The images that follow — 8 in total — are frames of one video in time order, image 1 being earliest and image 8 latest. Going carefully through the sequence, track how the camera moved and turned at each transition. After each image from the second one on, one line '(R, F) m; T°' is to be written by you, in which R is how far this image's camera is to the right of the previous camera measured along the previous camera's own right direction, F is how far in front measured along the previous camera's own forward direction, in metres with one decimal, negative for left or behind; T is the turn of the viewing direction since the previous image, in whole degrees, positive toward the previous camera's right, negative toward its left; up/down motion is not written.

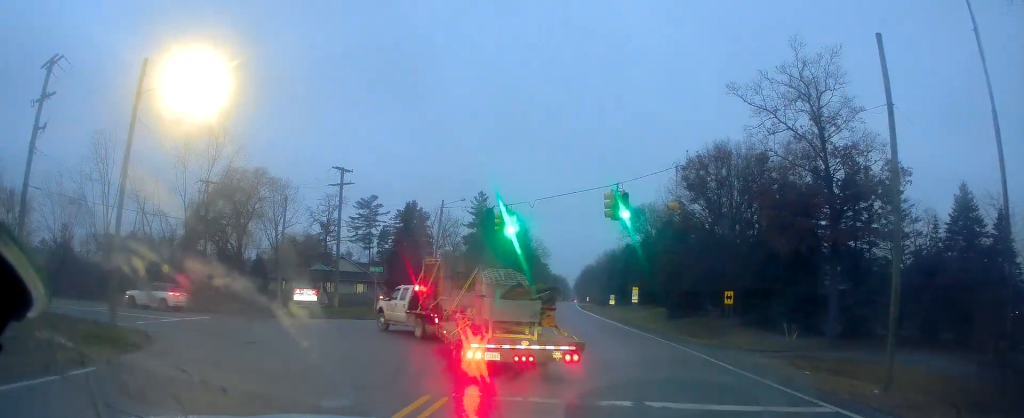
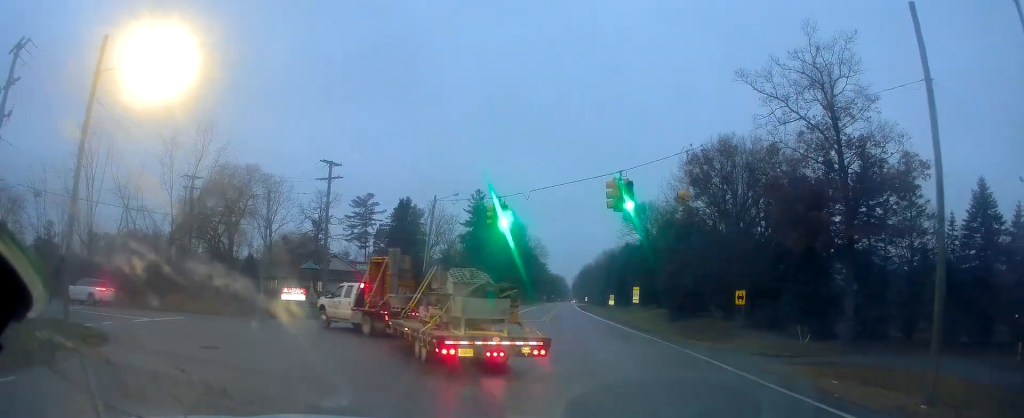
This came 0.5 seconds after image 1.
(0.0, +2.0) m; -4°
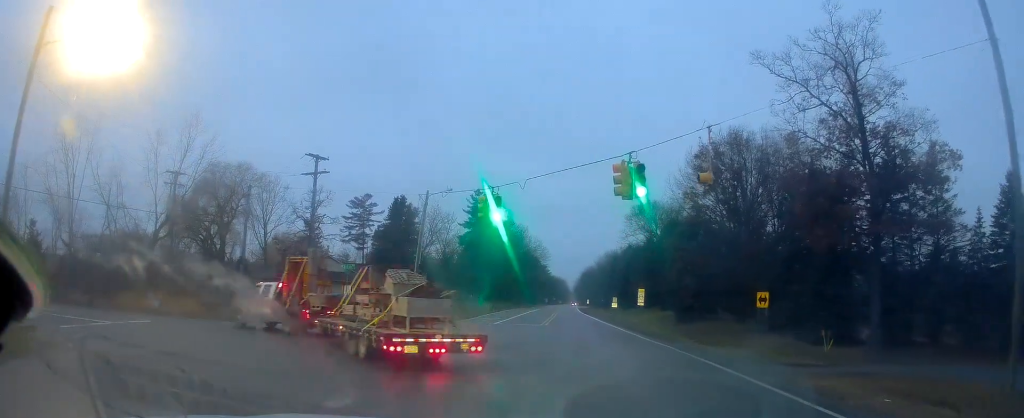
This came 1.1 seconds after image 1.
(0.0, +2.7) m; -4°
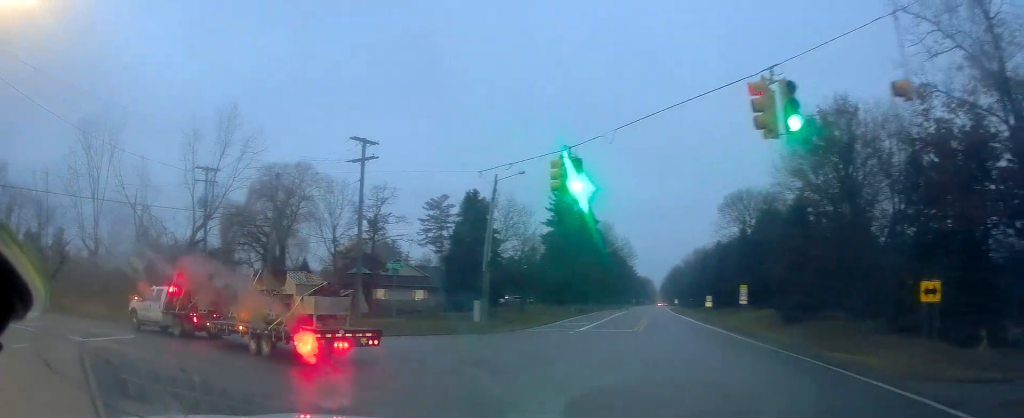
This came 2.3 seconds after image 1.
(-0.5, +6.0) m; -8°
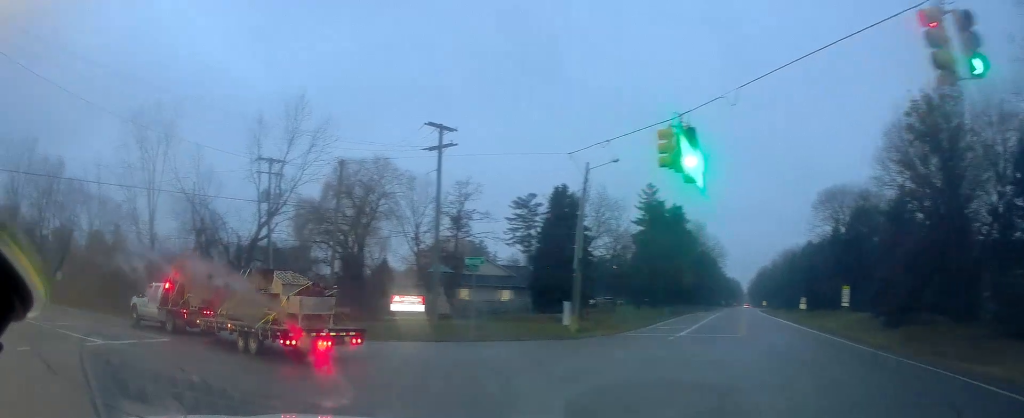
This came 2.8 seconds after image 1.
(+0.2, +2.8) m; -6°
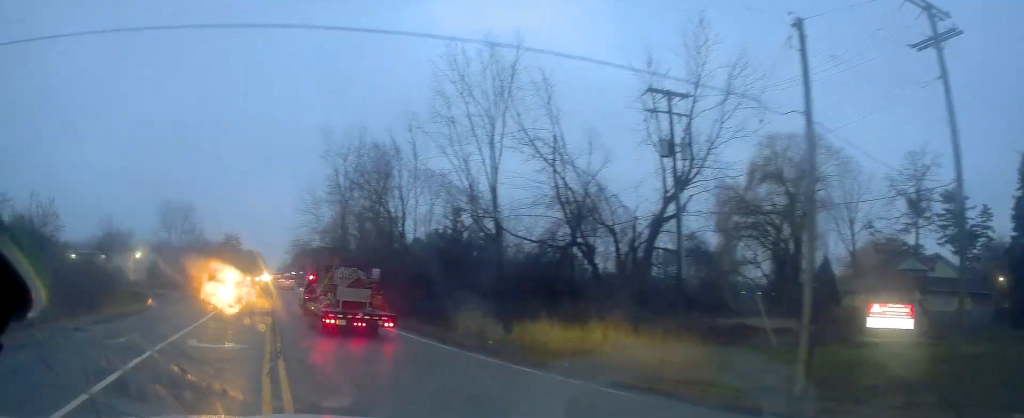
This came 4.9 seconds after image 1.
(-4.6, +13.6) m; -36°
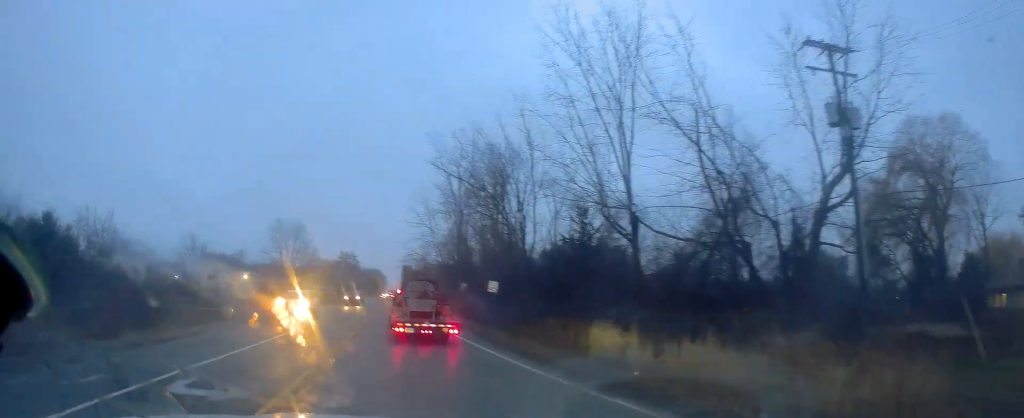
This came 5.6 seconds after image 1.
(-0.7, +5.0) m; -12°
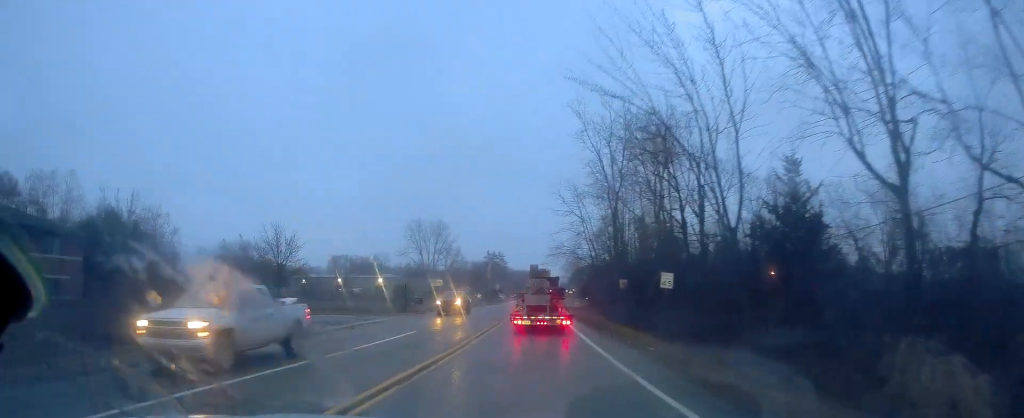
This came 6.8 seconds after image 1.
(-1.6, +9.6) m; -15°
